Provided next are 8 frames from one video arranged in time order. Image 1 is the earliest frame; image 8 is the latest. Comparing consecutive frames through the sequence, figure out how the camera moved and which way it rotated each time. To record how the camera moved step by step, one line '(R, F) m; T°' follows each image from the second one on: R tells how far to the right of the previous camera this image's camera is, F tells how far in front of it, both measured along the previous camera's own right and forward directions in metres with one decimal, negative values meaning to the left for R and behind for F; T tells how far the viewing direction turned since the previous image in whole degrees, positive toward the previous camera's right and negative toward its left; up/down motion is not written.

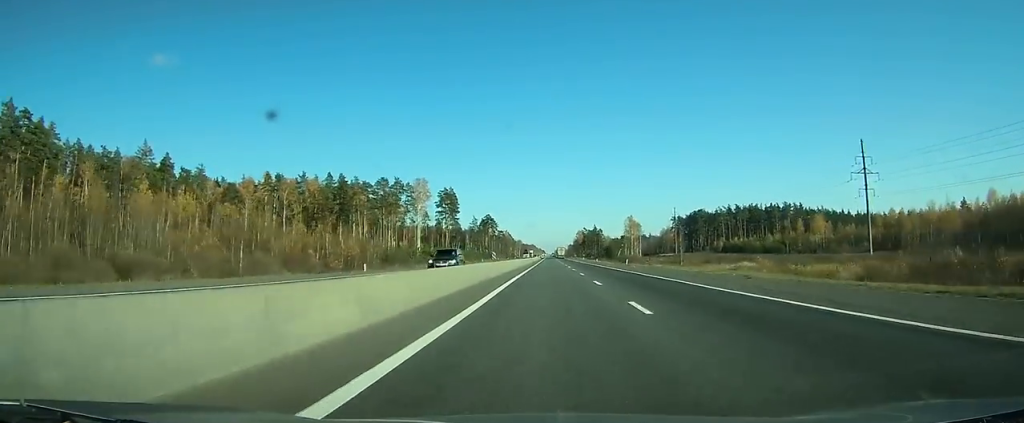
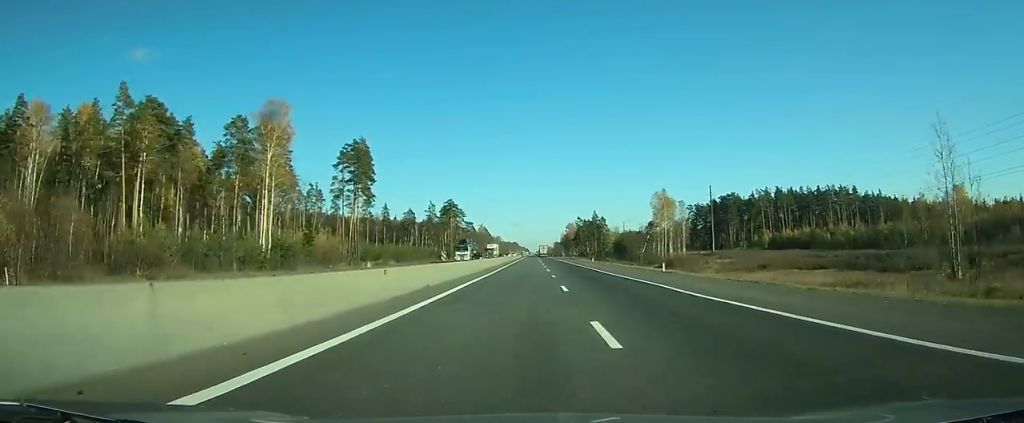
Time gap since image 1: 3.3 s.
(+0.4, +86.1) m; +1°
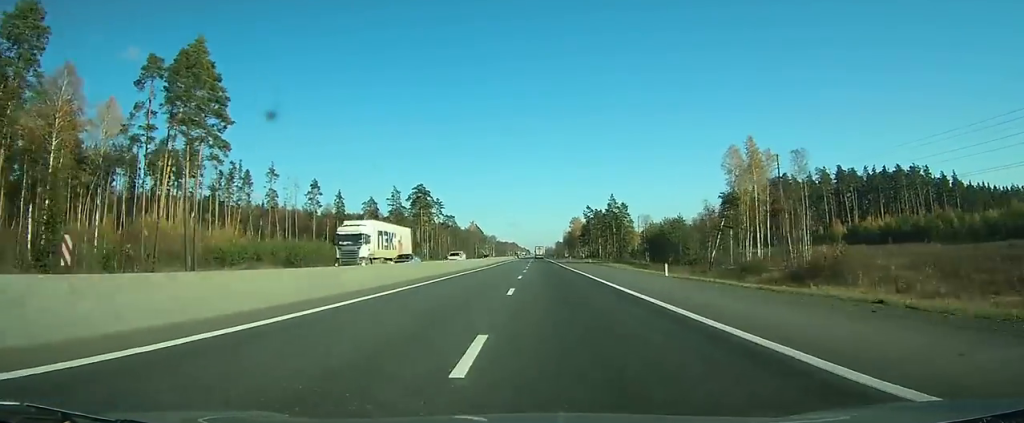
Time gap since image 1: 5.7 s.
(0.0, +59.1) m; 0°
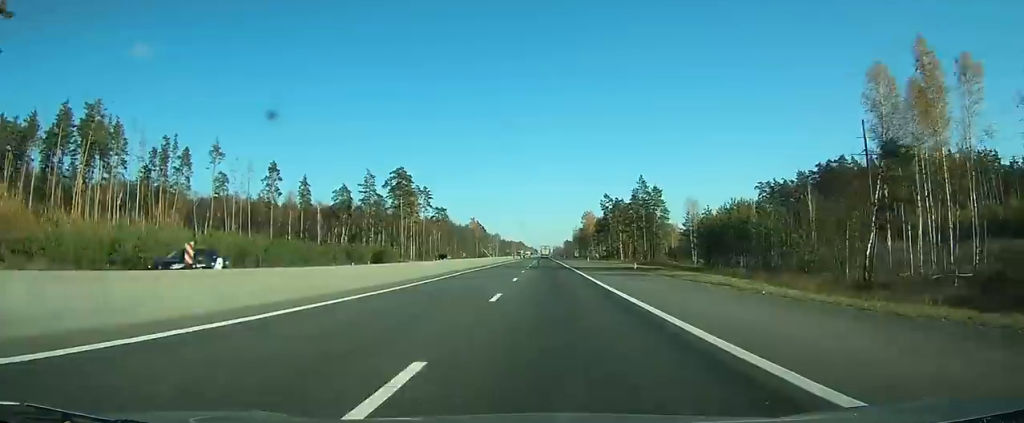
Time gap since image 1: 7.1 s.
(-0.1, +39.9) m; 0°
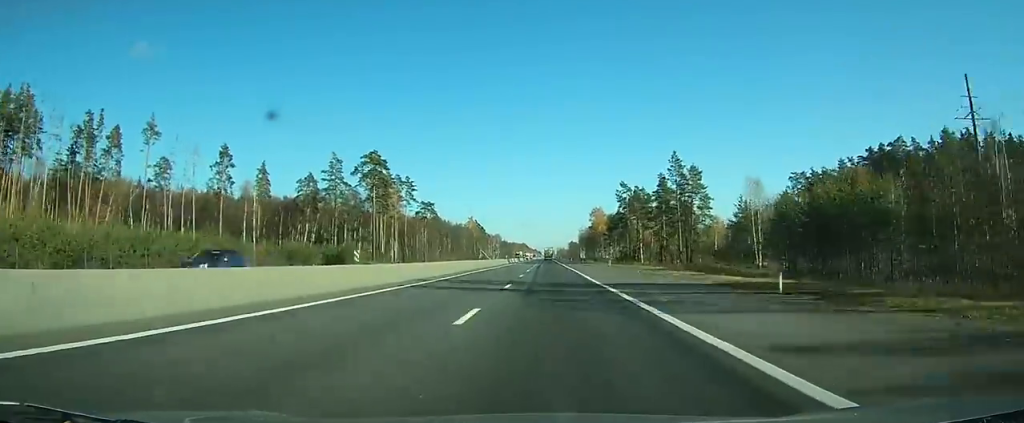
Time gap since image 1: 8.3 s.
(-0.1, +30.6) m; 0°
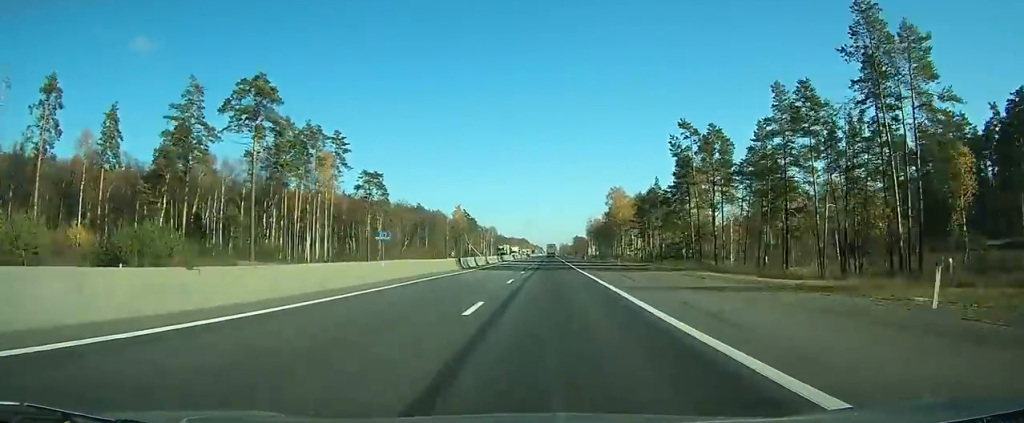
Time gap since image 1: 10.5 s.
(-0.2, +59.5) m; 0°
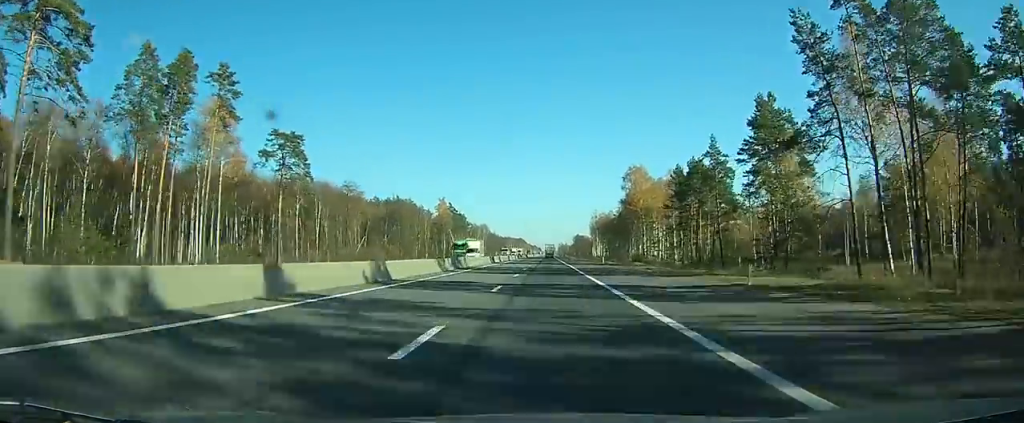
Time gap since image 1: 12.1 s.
(0.0, +40.2) m; 0°
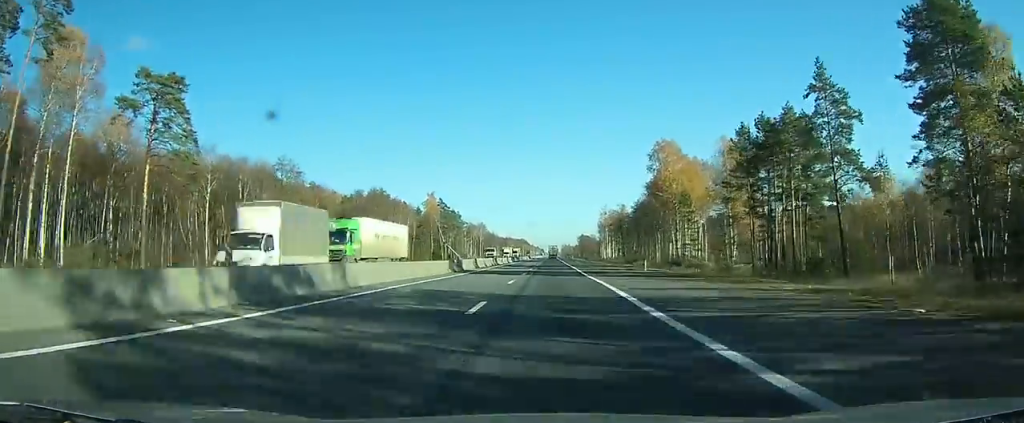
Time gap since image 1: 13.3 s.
(-0.1, +29.4) m; 0°
